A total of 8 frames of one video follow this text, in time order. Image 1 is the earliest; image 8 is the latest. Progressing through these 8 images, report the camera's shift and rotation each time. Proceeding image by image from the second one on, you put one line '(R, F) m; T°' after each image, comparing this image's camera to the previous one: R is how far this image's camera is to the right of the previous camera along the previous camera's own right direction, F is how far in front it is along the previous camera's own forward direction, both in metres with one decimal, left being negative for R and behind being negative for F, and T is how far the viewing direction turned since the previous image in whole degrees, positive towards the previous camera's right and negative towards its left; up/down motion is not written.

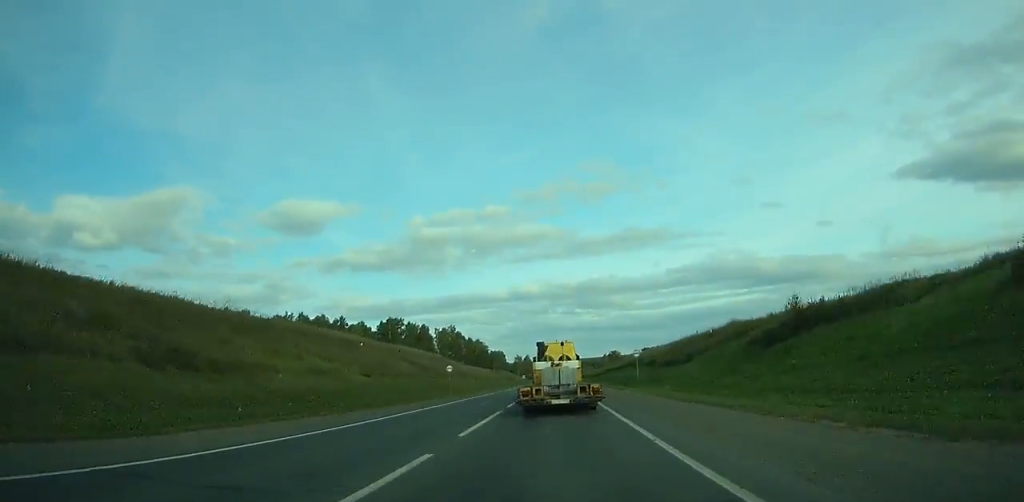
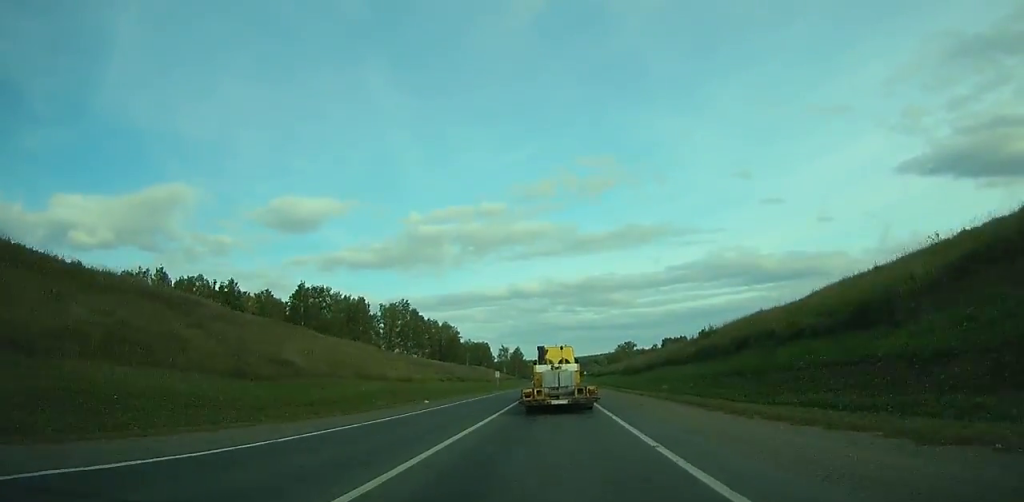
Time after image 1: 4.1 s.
(-0.3, +78.6) m; 0°
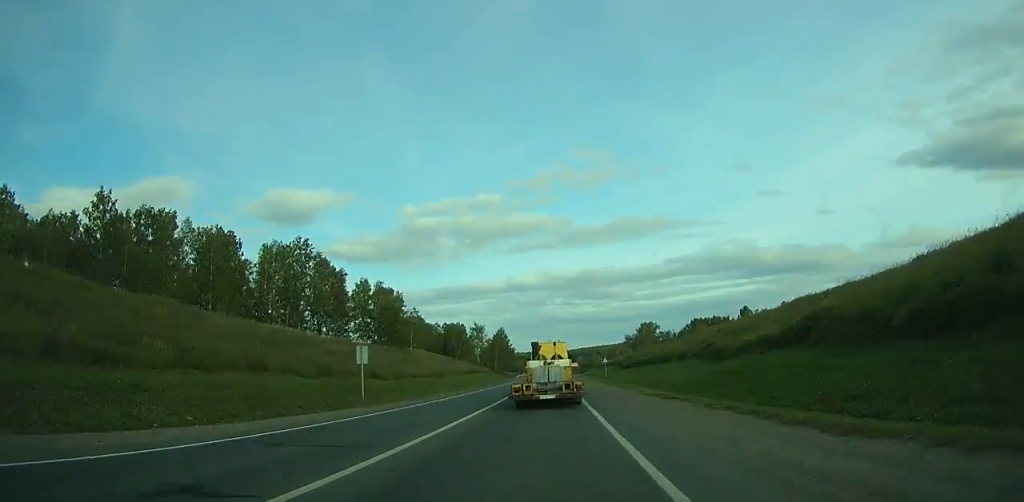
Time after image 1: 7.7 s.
(-0.1, +71.3) m; 0°
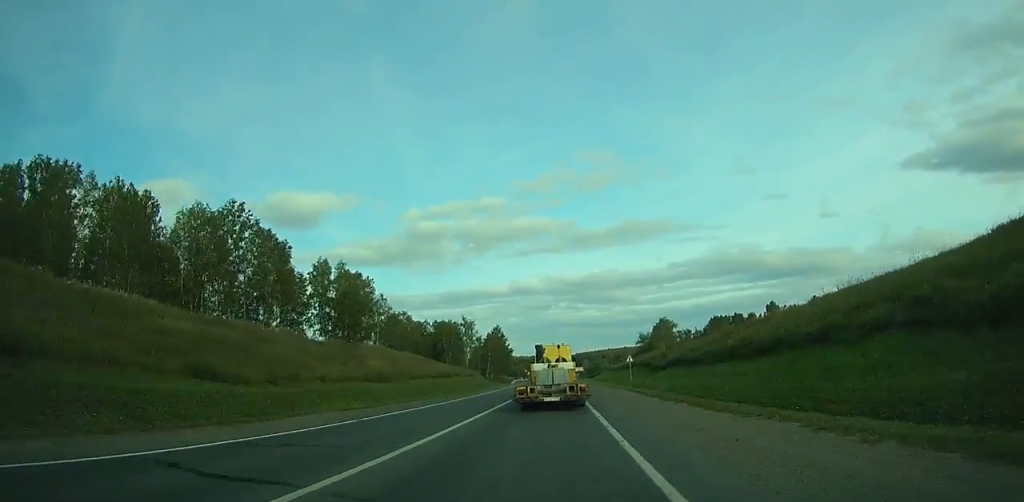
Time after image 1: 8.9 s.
(0.0, +24.0) m; 0°
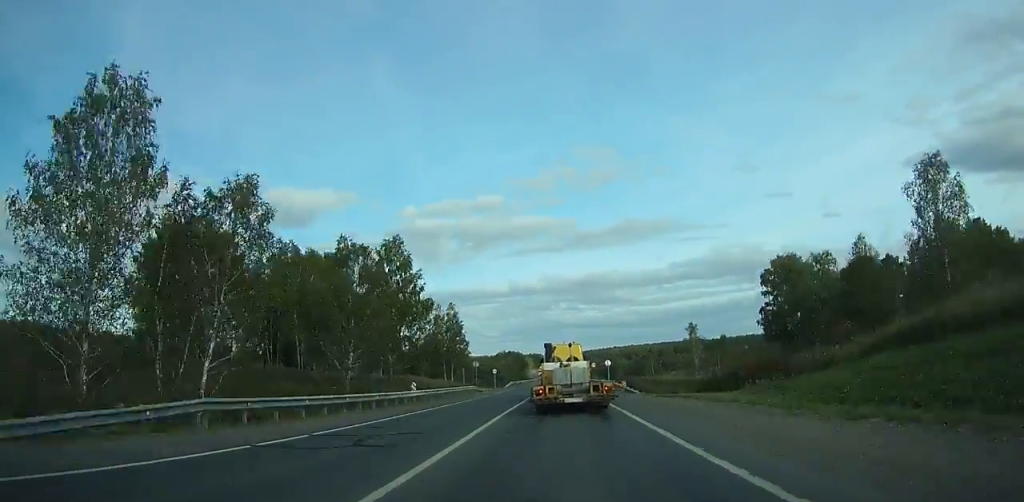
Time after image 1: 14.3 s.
(-0.1, +107.7) m; 0°
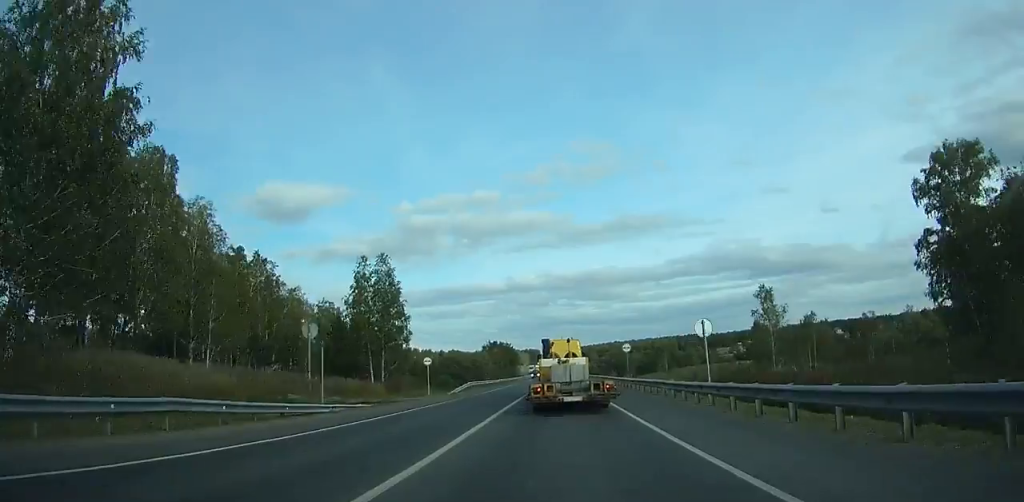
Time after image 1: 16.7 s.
(+0.1, +46.7) m; 0°
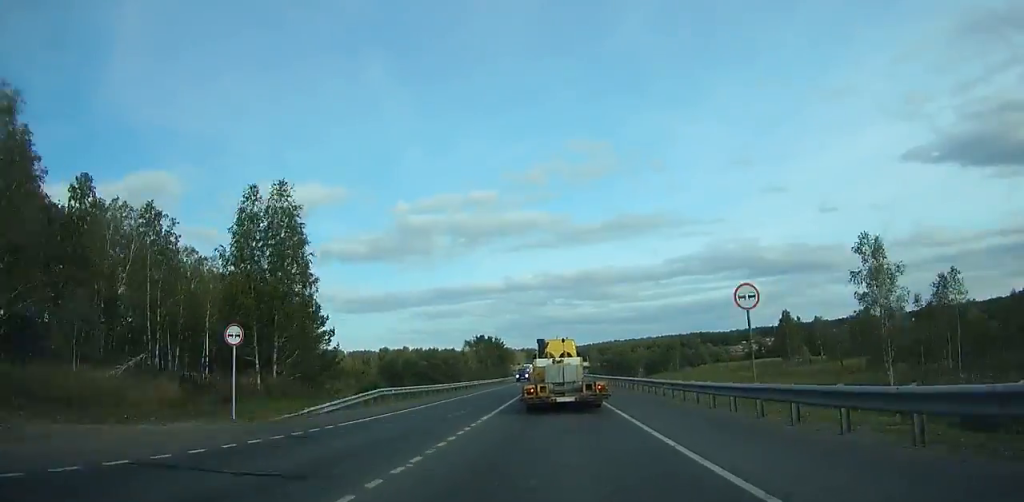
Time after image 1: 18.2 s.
(+0.1, +28.7) m; 0°
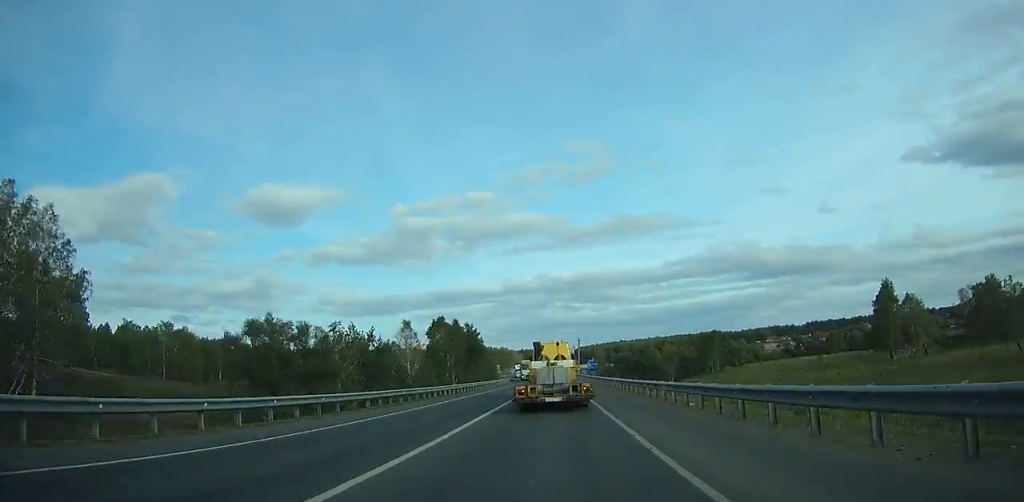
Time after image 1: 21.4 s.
(-0.2, +60.0) m; 0°
